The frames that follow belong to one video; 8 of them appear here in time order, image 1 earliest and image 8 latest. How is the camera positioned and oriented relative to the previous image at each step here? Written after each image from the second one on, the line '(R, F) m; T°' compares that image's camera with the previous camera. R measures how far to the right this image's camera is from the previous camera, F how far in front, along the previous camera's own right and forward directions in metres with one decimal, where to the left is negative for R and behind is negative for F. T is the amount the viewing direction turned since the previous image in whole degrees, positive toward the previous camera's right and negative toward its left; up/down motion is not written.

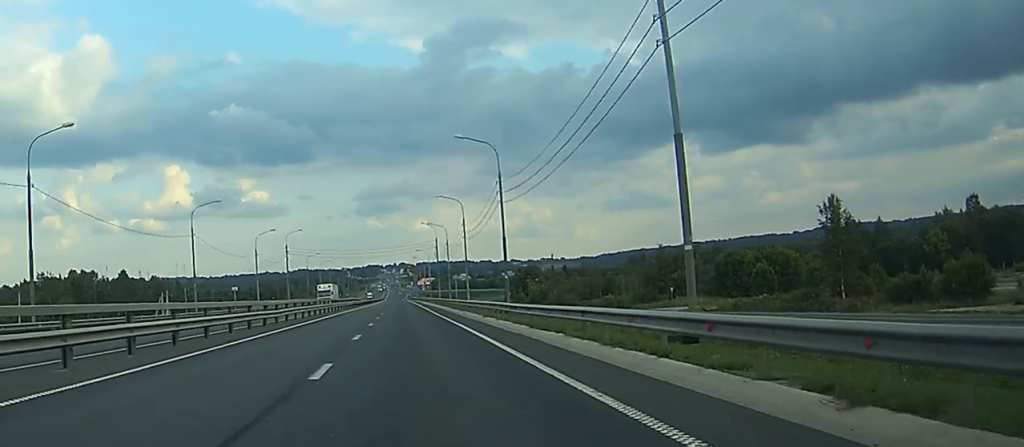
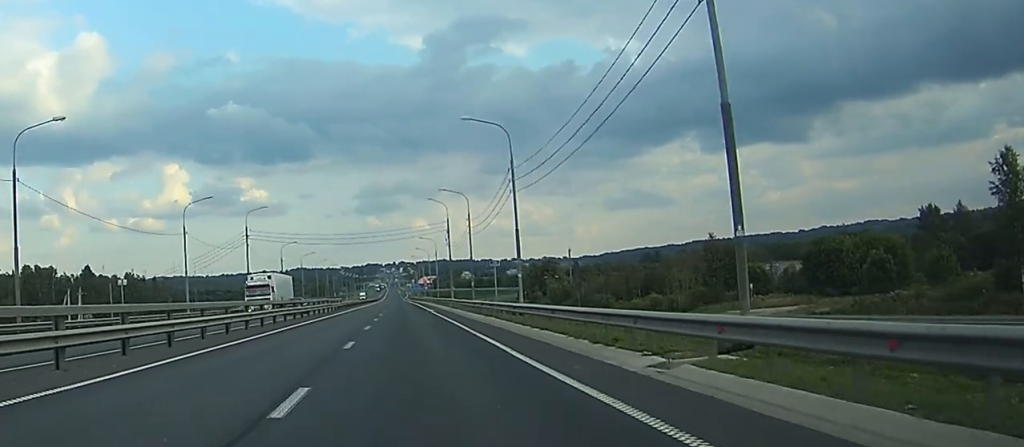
(0.0, +42.8) m; 0°
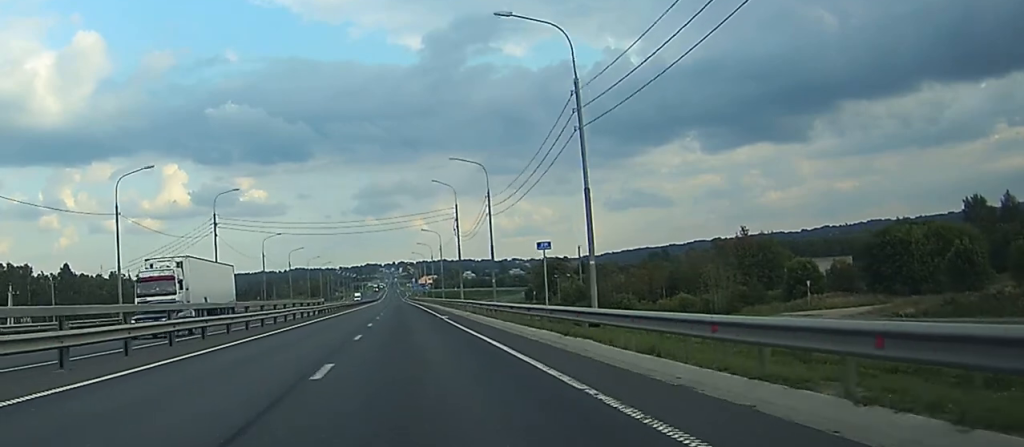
(0.0, +21.8) m; 0°
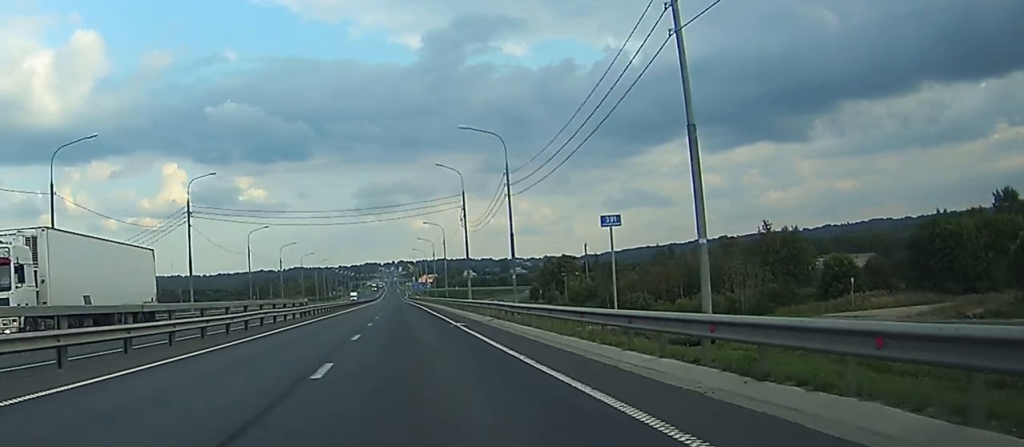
(0.0, +13.5) m; 0°
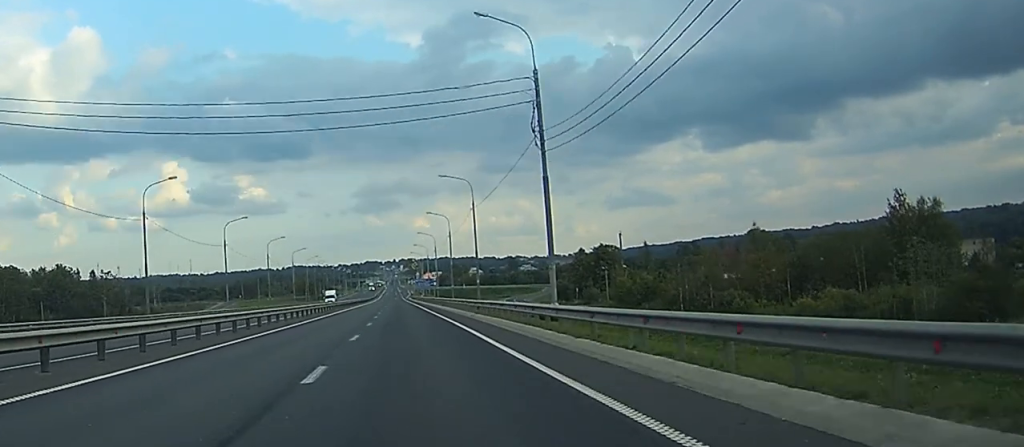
(-0.1, +54.2) m; 0°
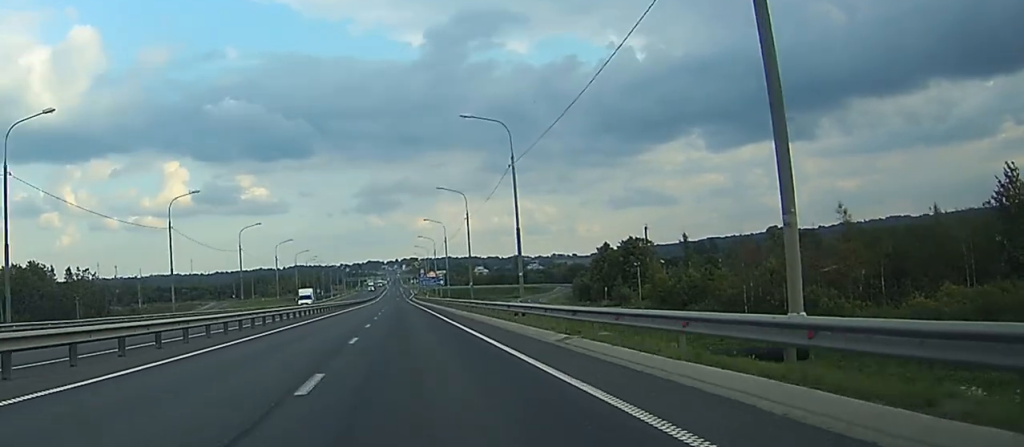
(0.0, +22.6) m; 0°
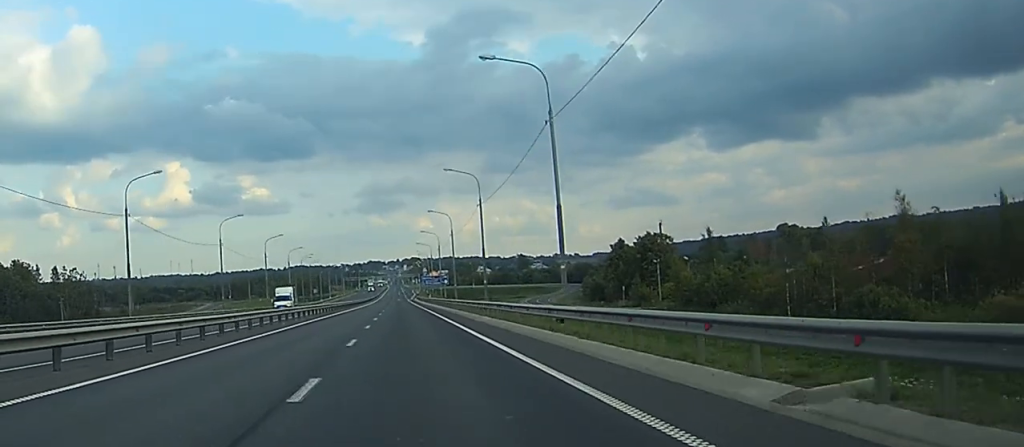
(0.0, +10.4) m; 0°
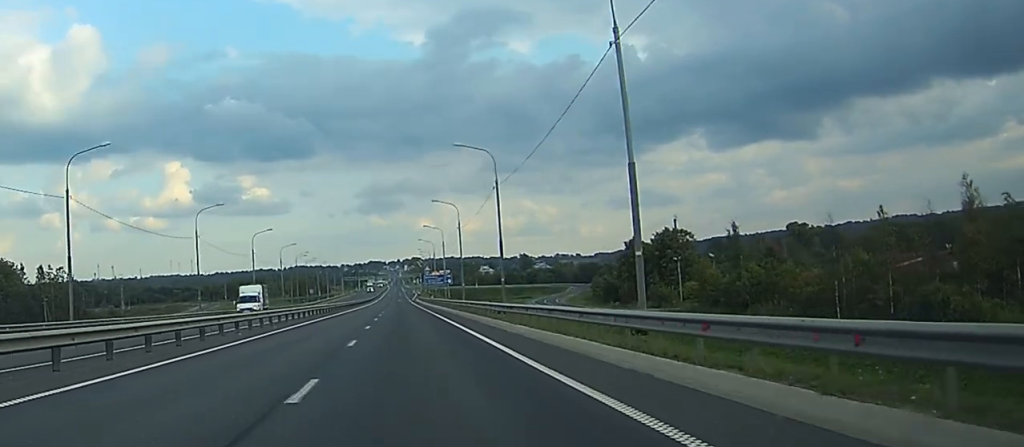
(0.0, +9.7) m; 0°
